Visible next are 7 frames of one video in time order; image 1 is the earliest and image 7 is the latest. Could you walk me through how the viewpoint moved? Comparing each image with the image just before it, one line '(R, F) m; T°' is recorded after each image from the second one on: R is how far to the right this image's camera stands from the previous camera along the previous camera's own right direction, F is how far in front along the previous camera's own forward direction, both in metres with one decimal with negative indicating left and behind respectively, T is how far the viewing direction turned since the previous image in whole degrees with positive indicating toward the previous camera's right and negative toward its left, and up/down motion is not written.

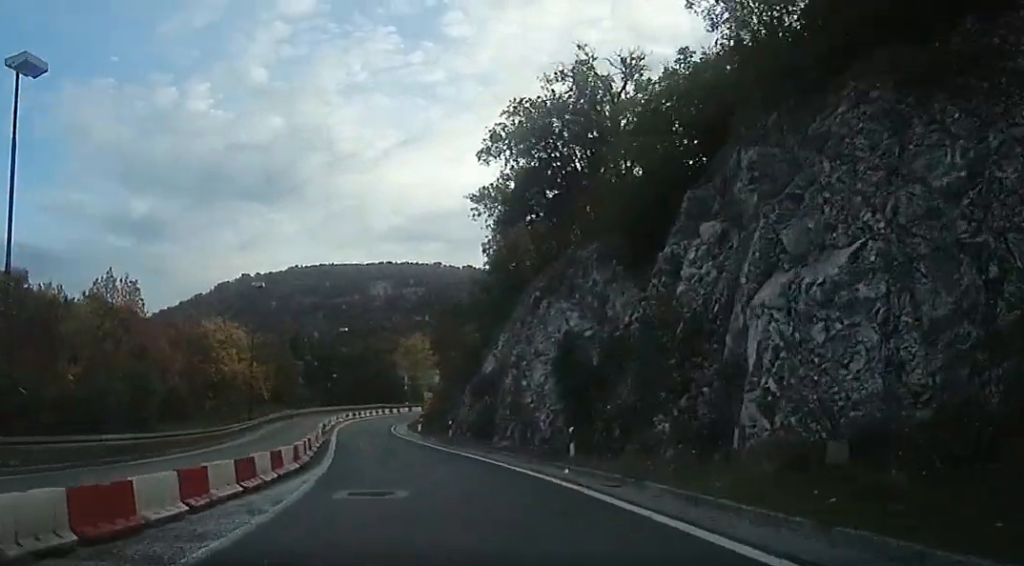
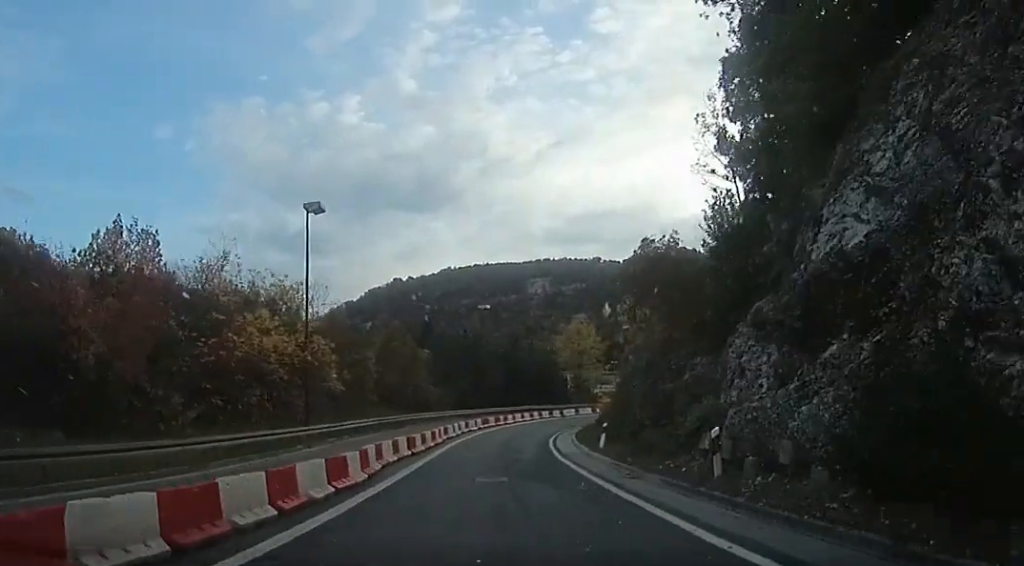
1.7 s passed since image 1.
(-2.8, +18.9) m; -12°
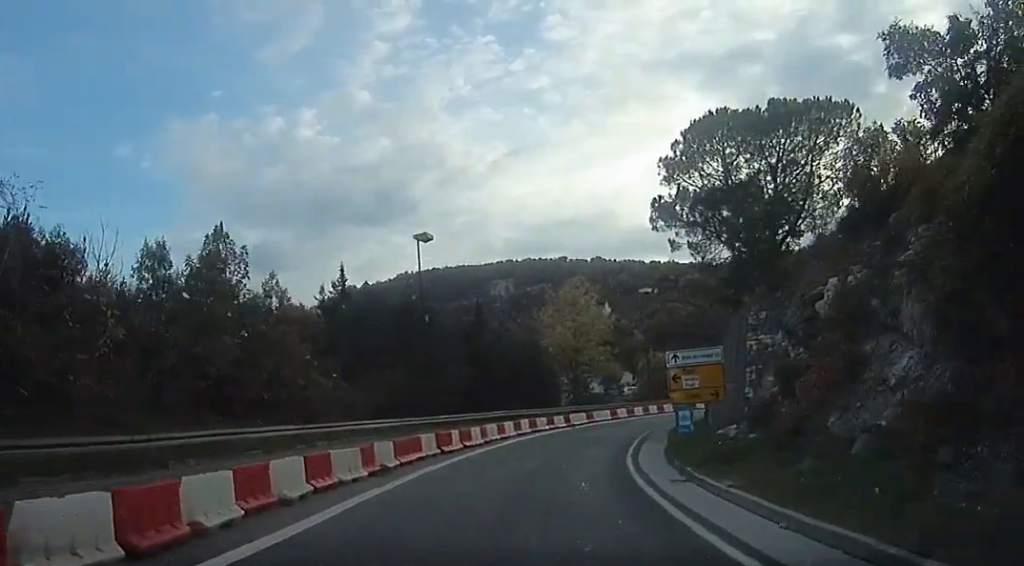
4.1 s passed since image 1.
(+1.2, +25.4) m; +5°
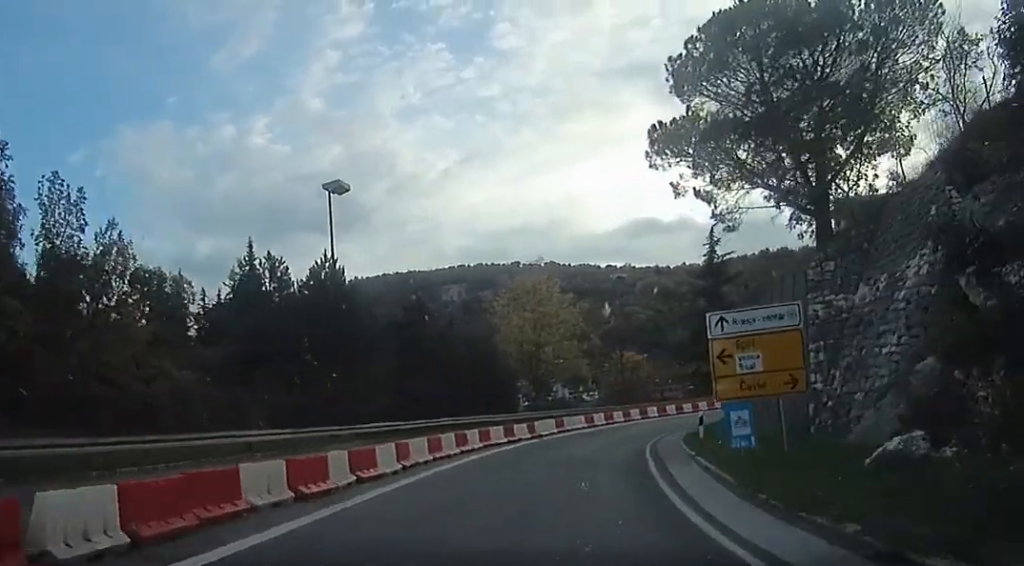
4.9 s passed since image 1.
(+0.1, +8.3) m; +1°
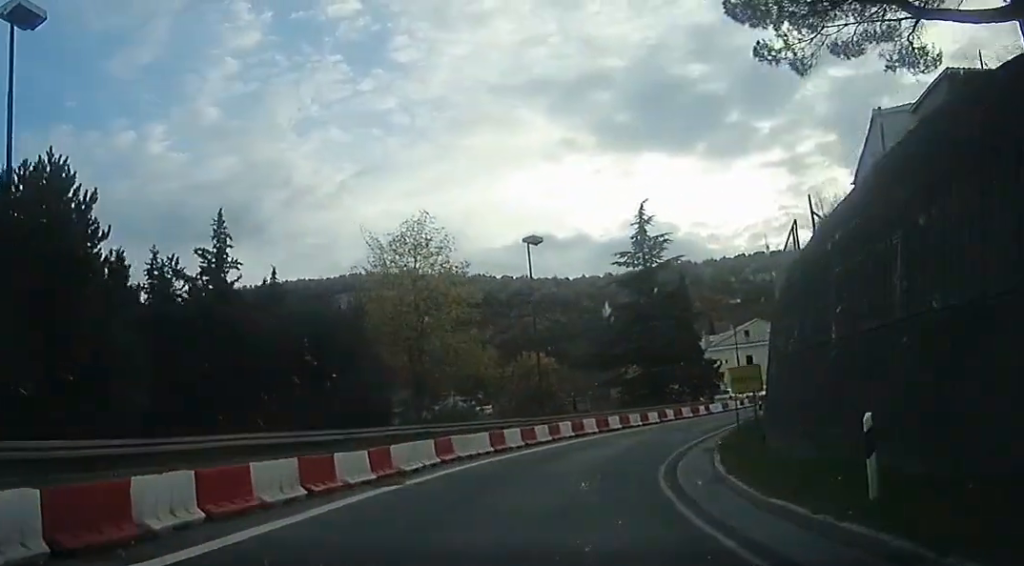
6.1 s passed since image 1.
(+0.2, +12.6) m; +11°
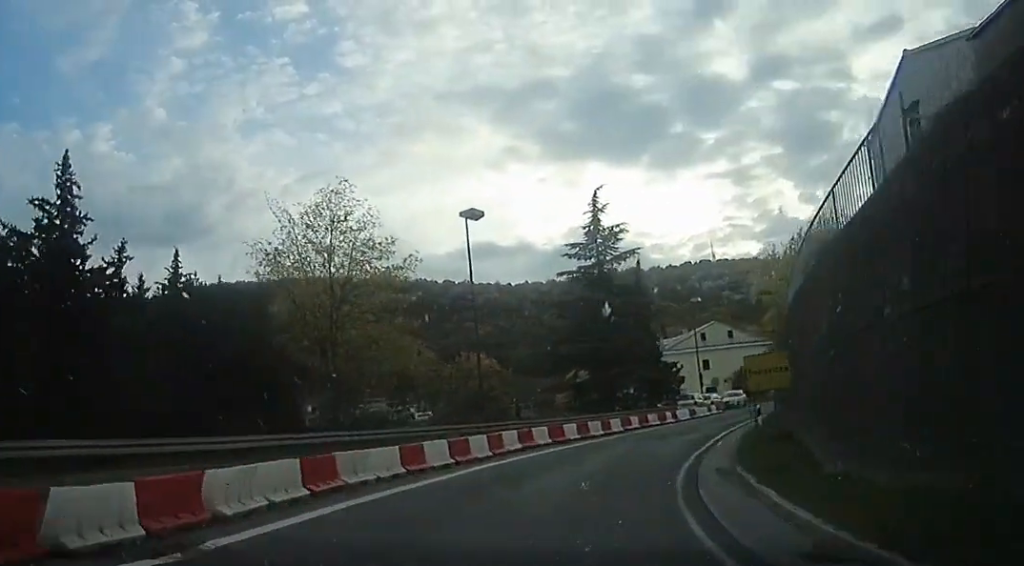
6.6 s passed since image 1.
(+0.7, +5.3) m; +8°
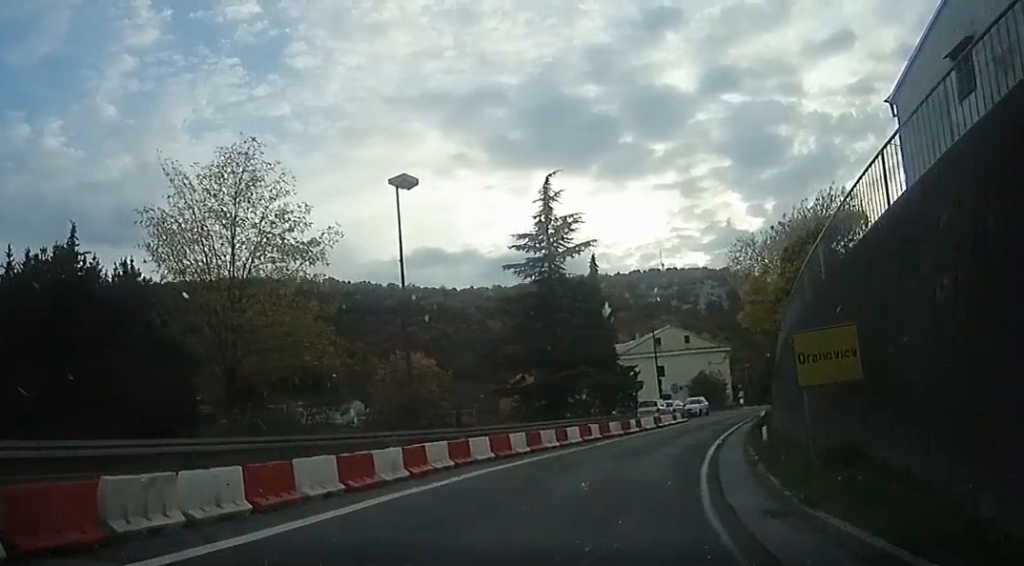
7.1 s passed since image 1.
(+0.3, +4.7) m; +7°
